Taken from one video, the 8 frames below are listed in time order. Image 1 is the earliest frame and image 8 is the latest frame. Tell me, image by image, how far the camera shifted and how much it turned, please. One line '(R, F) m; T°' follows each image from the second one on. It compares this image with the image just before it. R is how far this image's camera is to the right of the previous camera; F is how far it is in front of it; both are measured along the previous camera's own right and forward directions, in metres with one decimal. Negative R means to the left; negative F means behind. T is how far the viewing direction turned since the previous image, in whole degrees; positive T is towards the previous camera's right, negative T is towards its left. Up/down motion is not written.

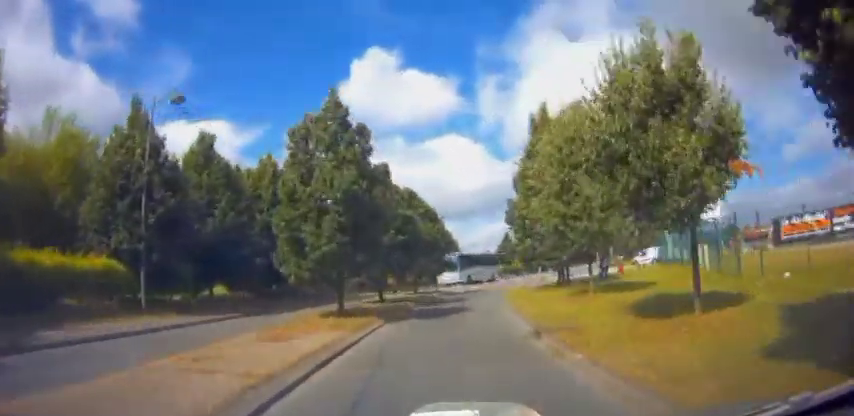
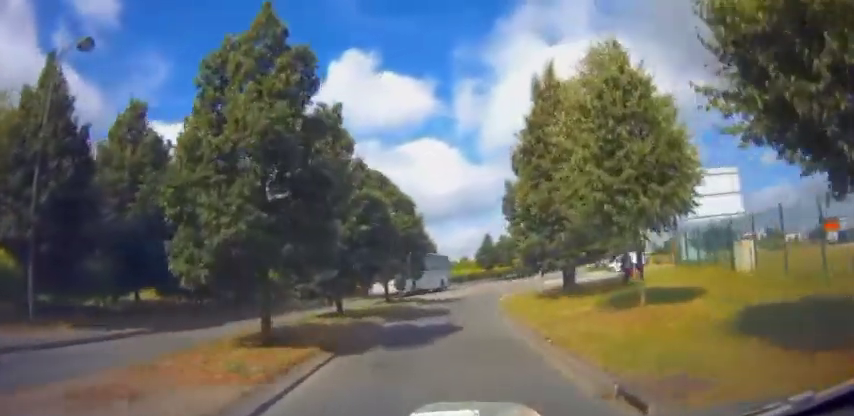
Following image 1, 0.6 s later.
(+0.5, +5.2) m; +5°
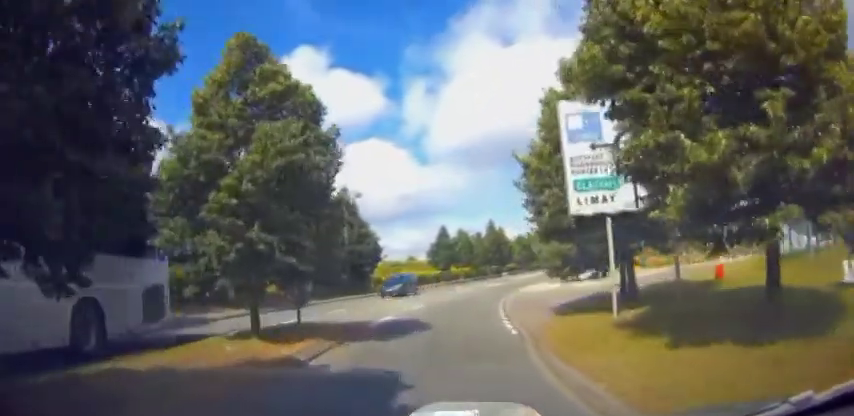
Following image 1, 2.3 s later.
(+0.8, +13.1) m; +5°
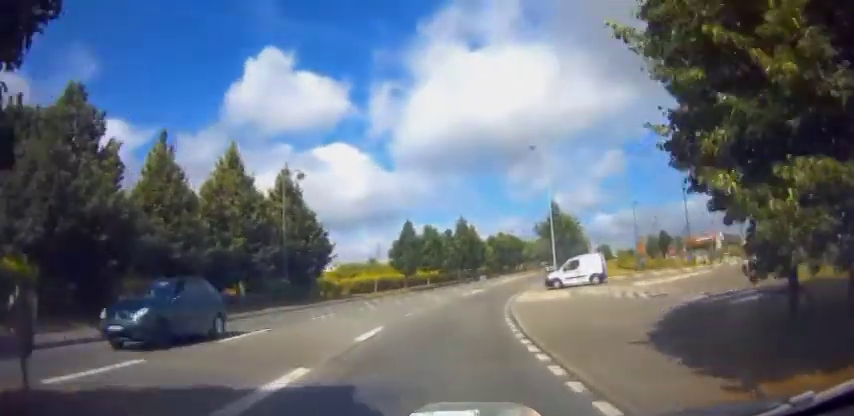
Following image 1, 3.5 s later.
(+0.1, +8.7) m; +3°
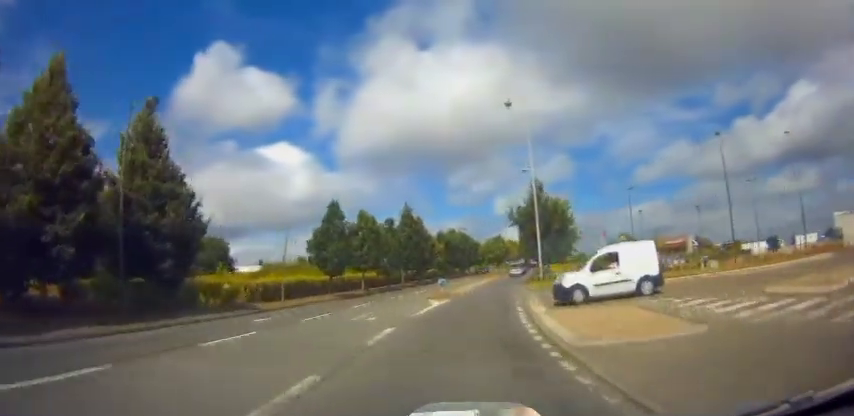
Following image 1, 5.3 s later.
(+1.0, +13.1) m; +9°
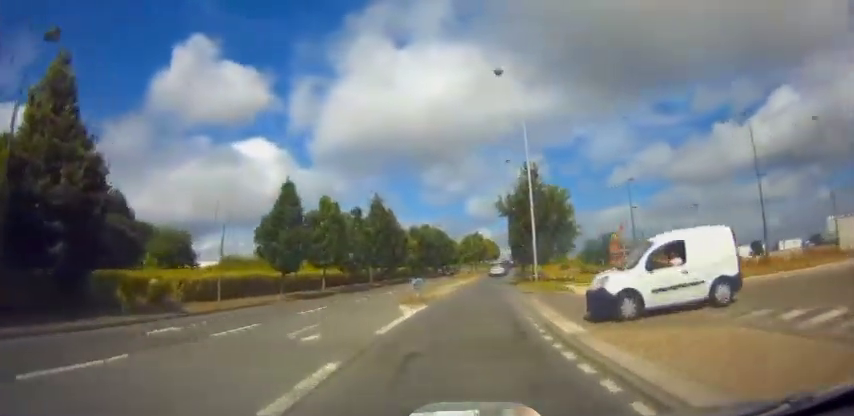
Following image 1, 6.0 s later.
(-0.1, +5.5) m; +6°
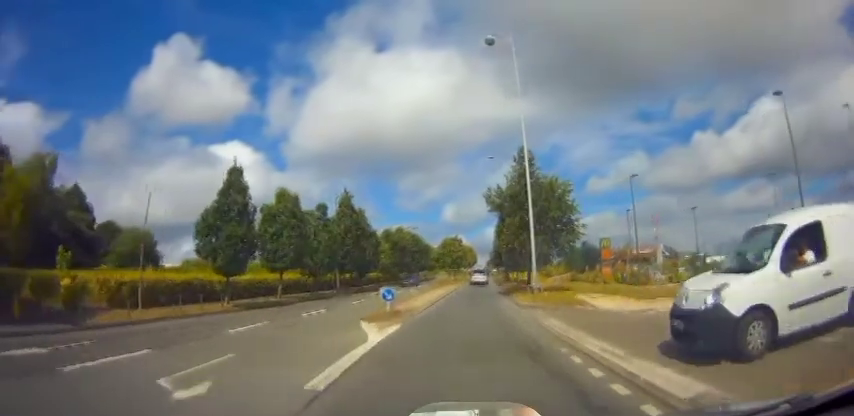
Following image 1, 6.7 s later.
(+0.6, +4.9) m; +3°
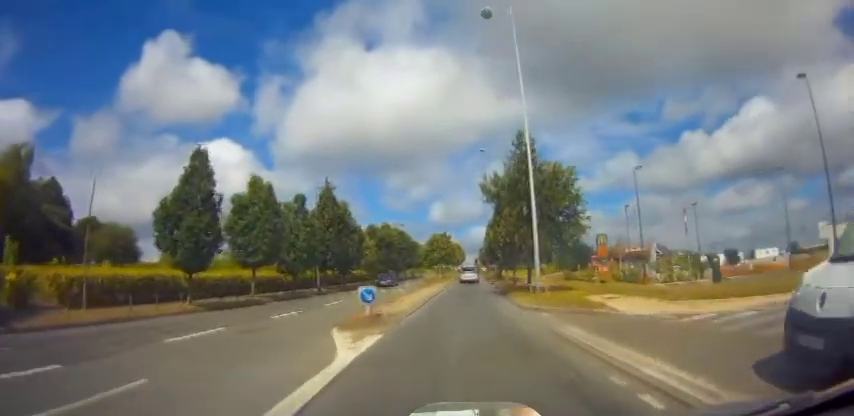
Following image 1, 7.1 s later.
(+0.1, +2.8) m; +1°
